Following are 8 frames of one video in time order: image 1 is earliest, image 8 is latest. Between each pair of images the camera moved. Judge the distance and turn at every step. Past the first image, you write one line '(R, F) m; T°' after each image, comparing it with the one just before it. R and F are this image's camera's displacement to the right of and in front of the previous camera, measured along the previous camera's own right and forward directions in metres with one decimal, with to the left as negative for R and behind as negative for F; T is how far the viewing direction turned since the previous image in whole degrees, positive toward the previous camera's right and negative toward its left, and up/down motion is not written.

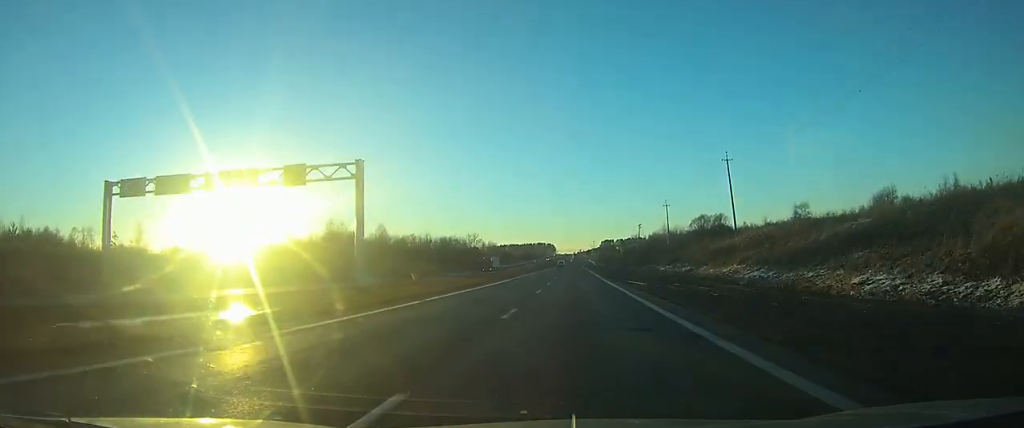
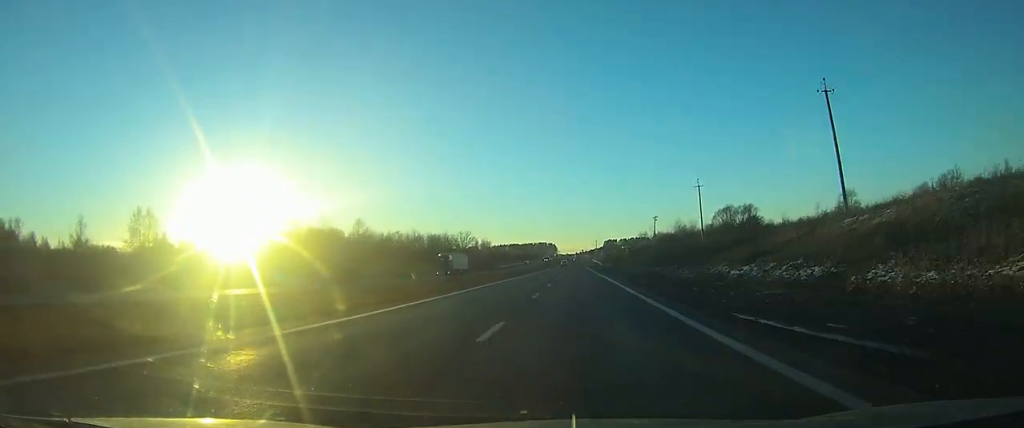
(0.0, +26.5) m; 0°
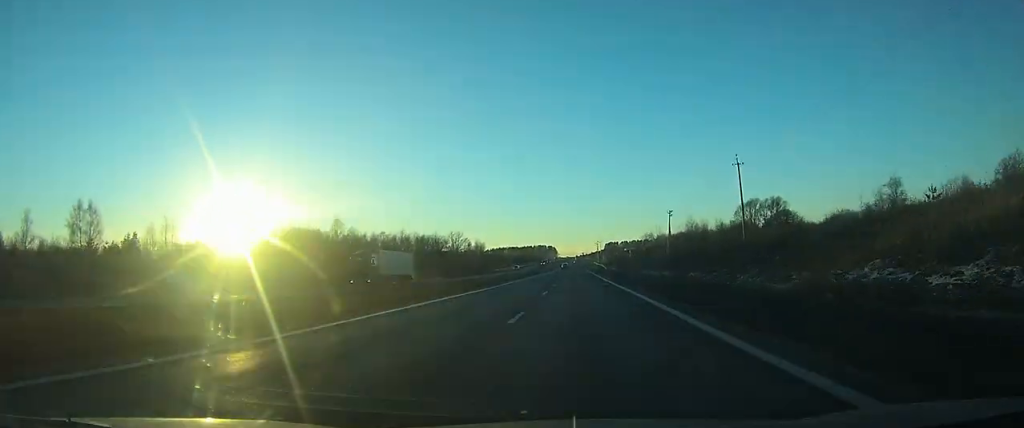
(0.0, +19.8) m; 0°
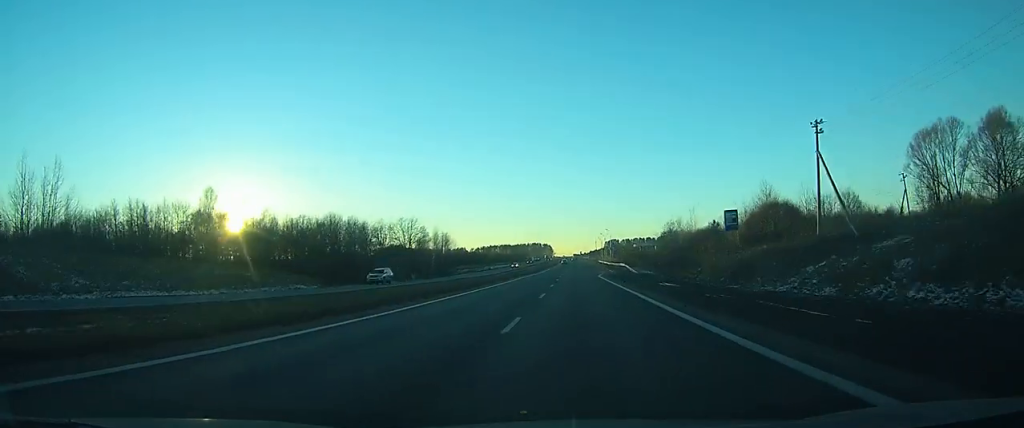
(+0.2, +71.2) m; 0°
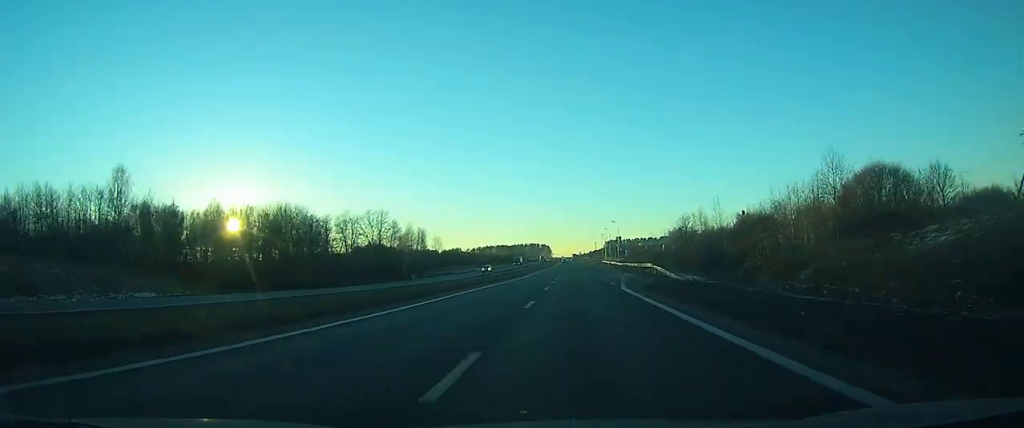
(-0.1, +30.3) m; 0°
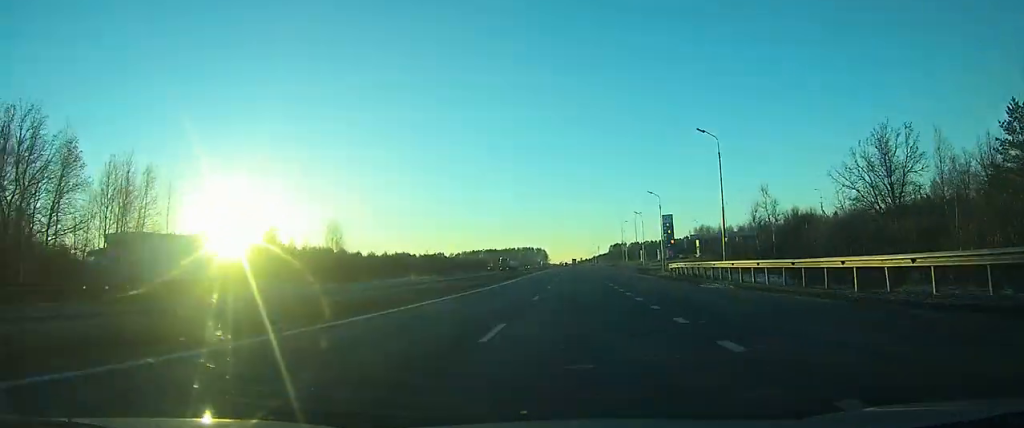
(0.0, +115.5) m; 0°
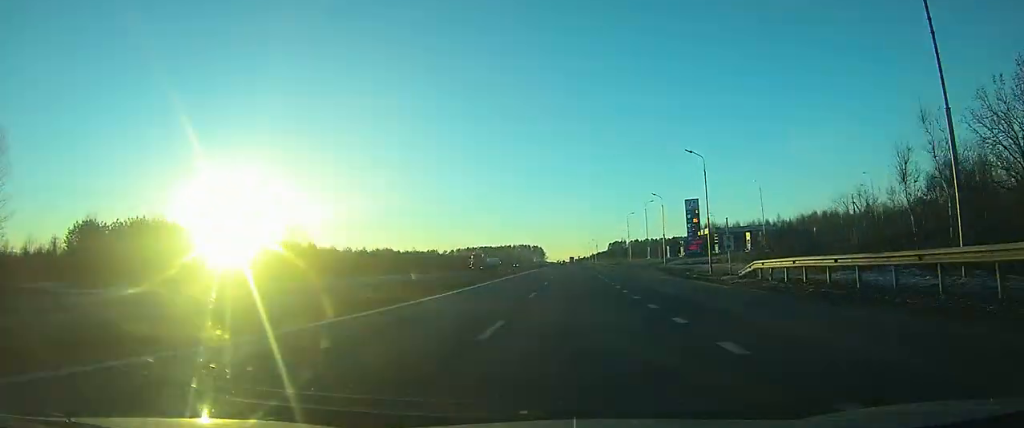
(0.0, +22.9) m; 0°
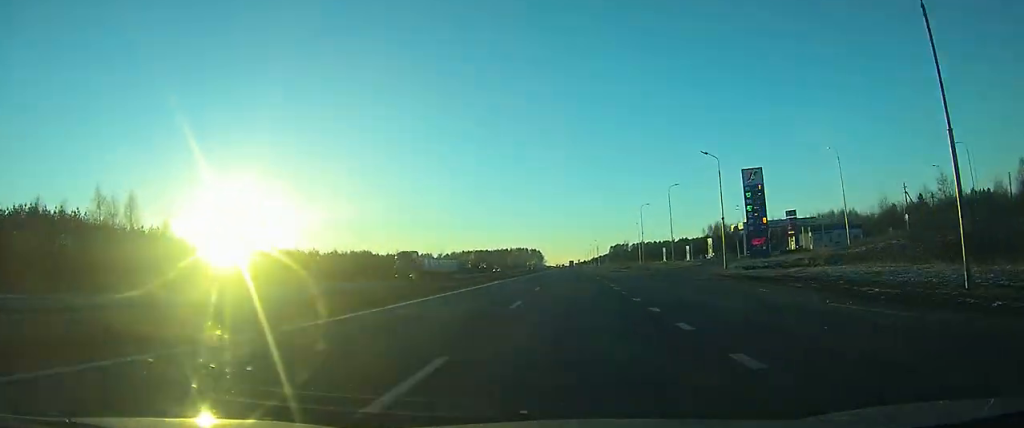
(0.0, +27.8) m; 0°
